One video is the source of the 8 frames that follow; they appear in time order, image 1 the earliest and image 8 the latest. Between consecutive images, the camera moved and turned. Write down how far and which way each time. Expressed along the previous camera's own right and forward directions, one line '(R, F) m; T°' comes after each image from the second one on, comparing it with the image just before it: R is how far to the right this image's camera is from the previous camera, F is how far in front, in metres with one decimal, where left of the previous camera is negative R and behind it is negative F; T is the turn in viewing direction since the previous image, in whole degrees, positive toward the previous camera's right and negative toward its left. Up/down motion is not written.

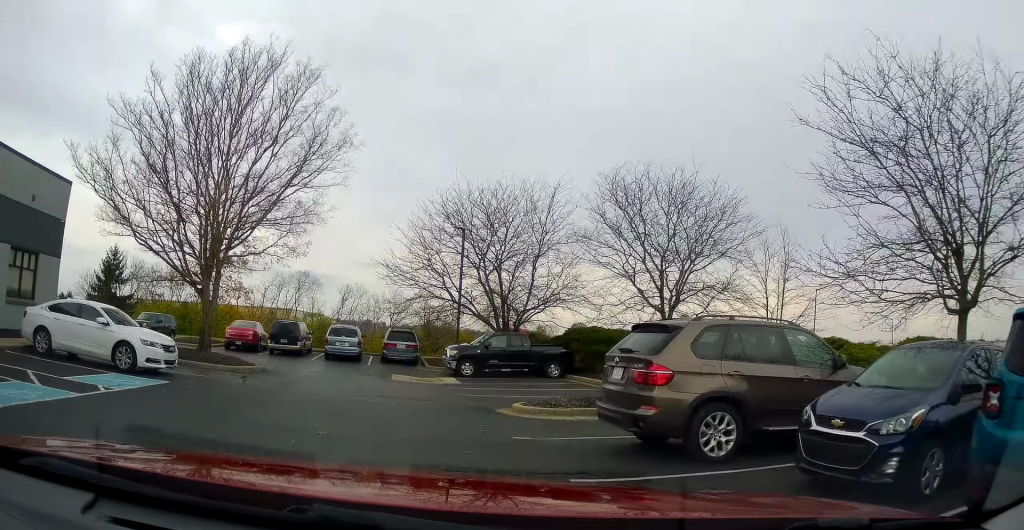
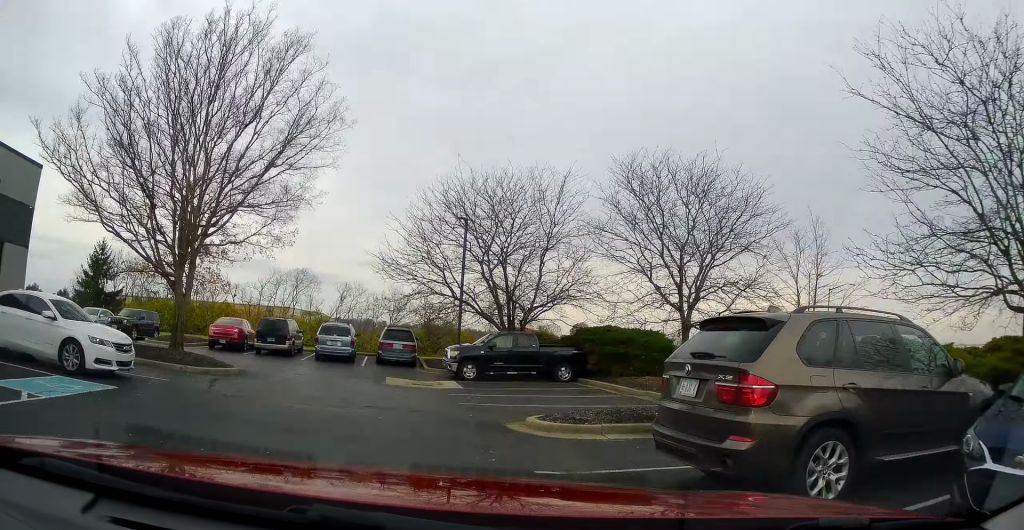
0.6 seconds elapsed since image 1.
(-0.1, +2.5) m; -1°
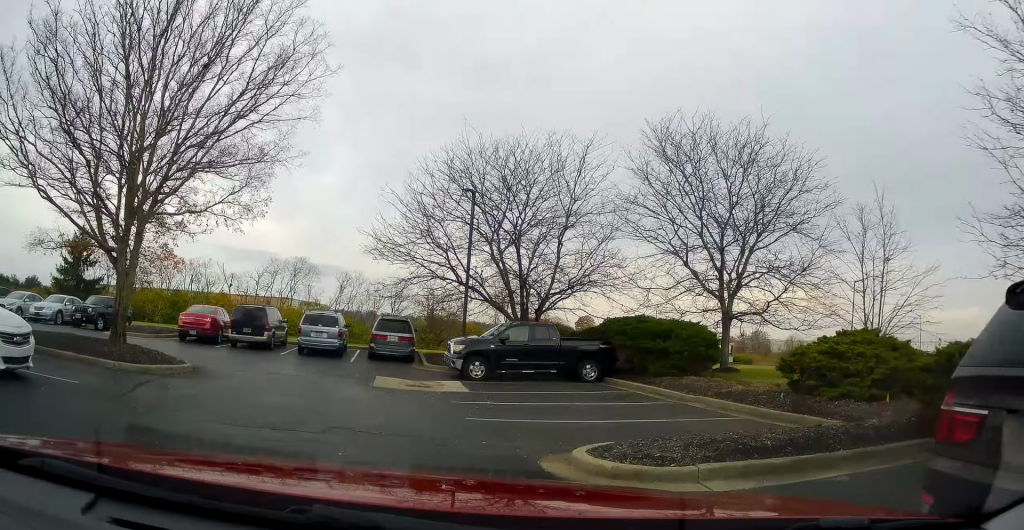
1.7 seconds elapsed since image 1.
(+0.1, +3.9) m; +1°
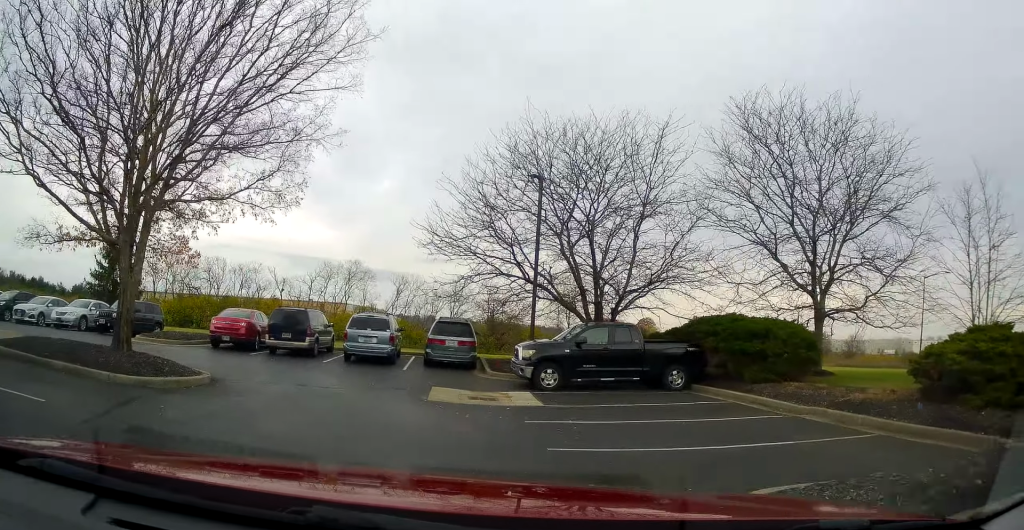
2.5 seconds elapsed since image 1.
(+0.2, +2.6) m; -5°
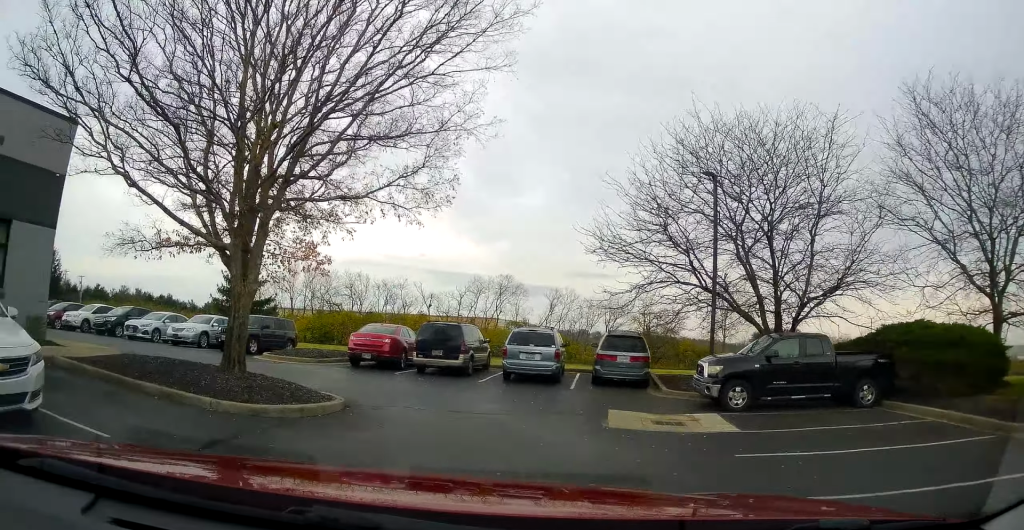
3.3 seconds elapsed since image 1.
(-0.4, +2.1) m; -10°
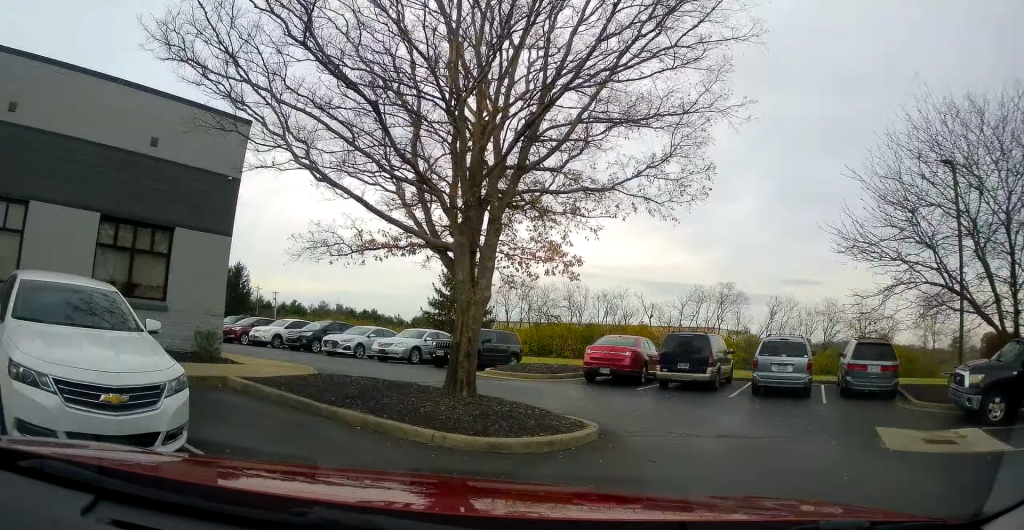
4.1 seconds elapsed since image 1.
(-0.1, +2.1) m; -11°
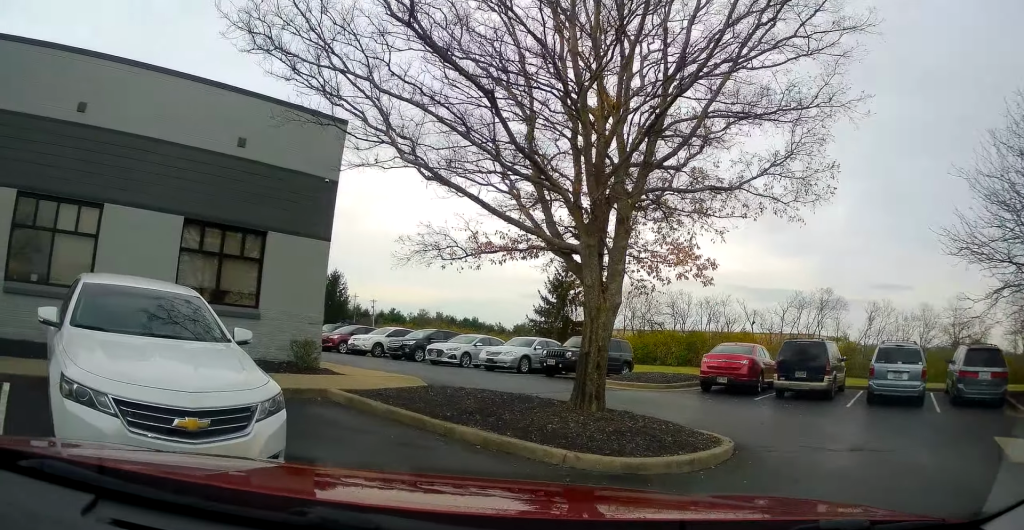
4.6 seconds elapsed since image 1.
(0.0, +1.2) m; -5°
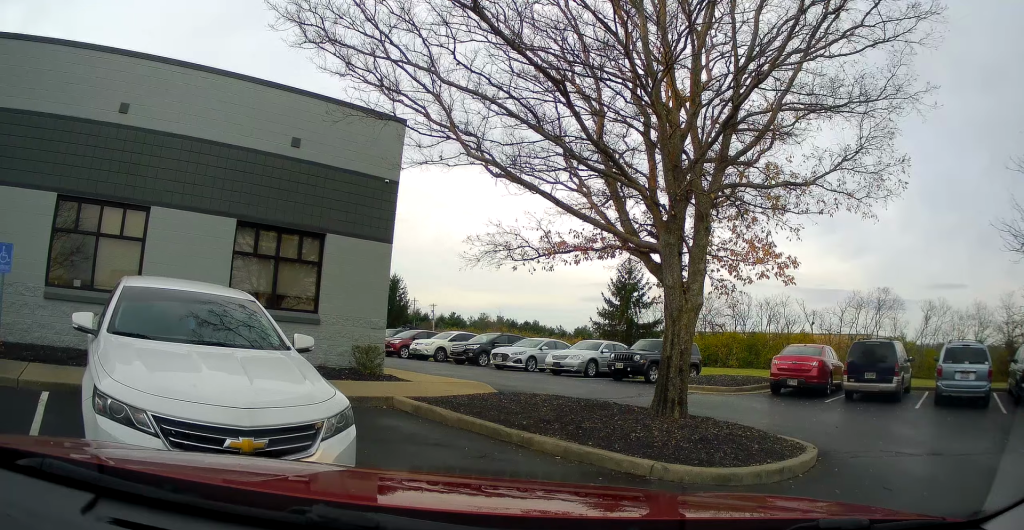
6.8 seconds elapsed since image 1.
(+0.3, +2.9) m; -1°
